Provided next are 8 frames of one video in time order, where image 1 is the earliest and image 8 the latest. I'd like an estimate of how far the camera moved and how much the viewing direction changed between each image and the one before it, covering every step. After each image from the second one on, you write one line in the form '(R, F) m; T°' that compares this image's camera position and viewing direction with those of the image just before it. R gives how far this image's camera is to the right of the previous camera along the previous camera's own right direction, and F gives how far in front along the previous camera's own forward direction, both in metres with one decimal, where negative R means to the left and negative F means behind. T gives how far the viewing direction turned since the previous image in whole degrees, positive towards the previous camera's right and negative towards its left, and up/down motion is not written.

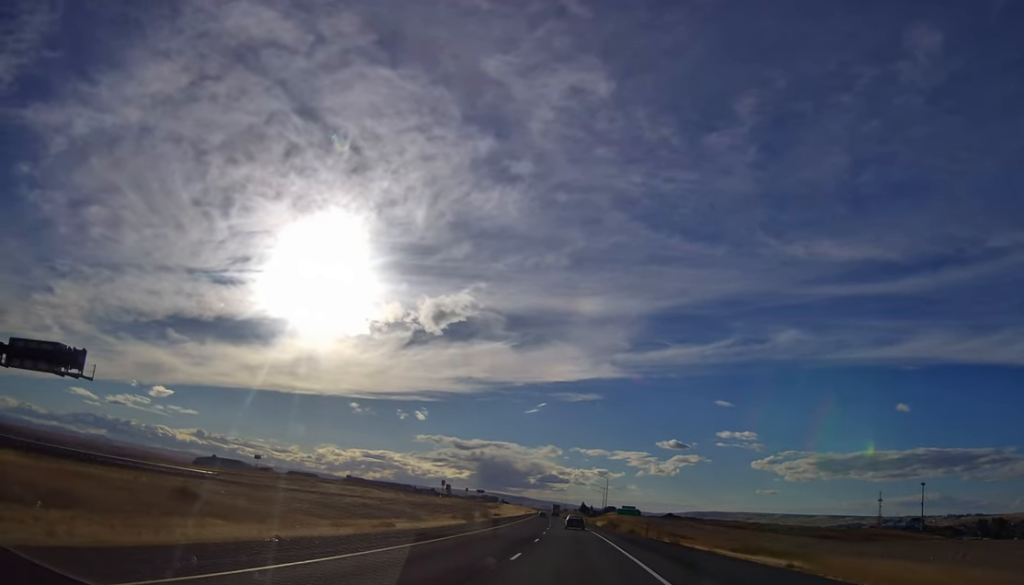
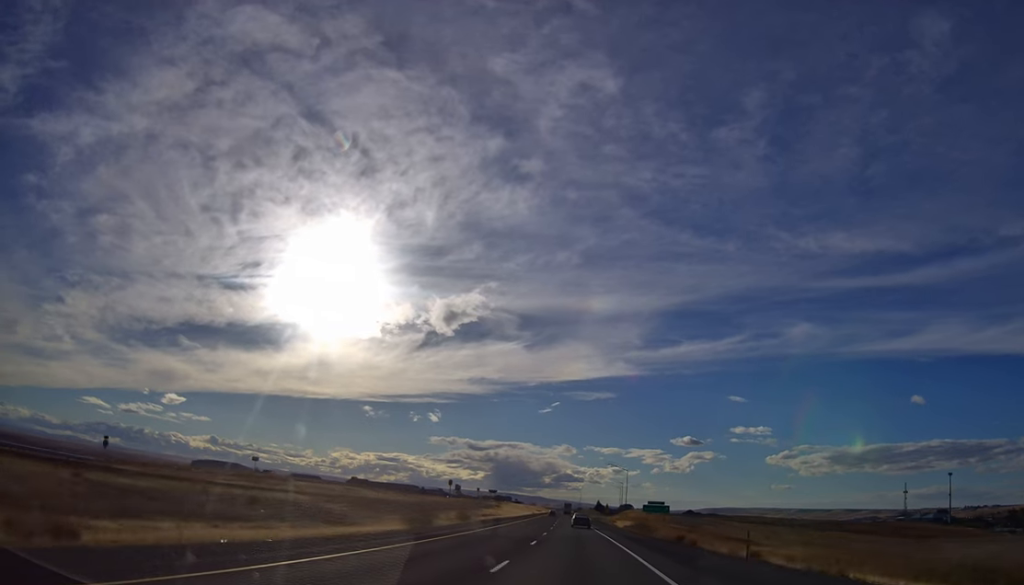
(-0.2, +28.5) m; -1°
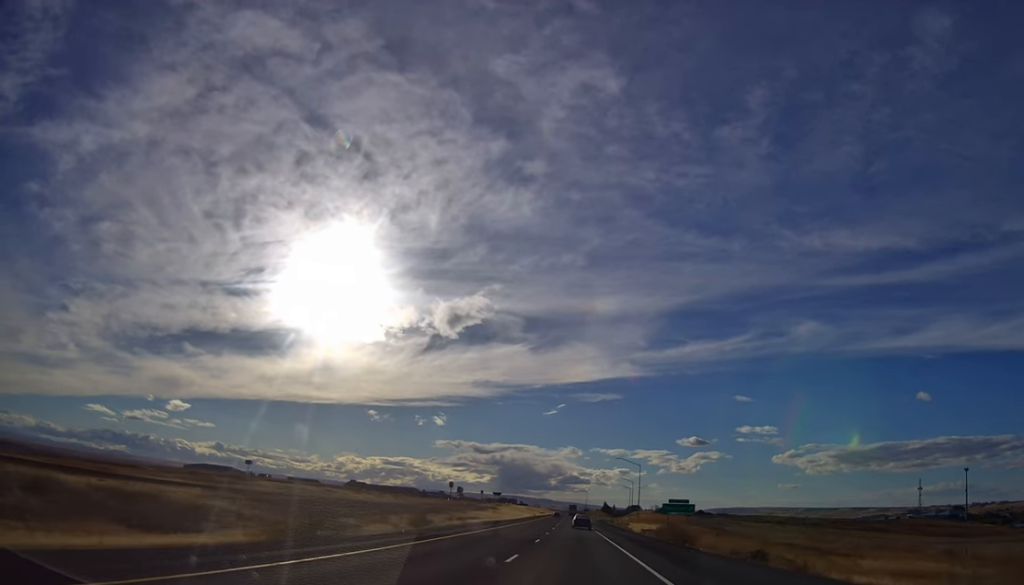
(-0.3, +21.4) m; -1°
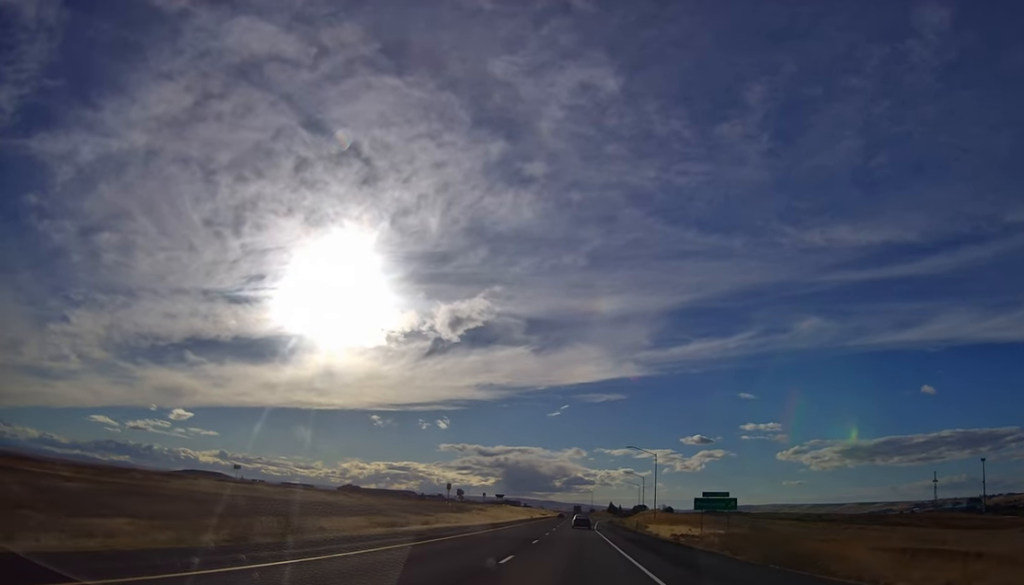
(-0.1, +25.1) m; 0°
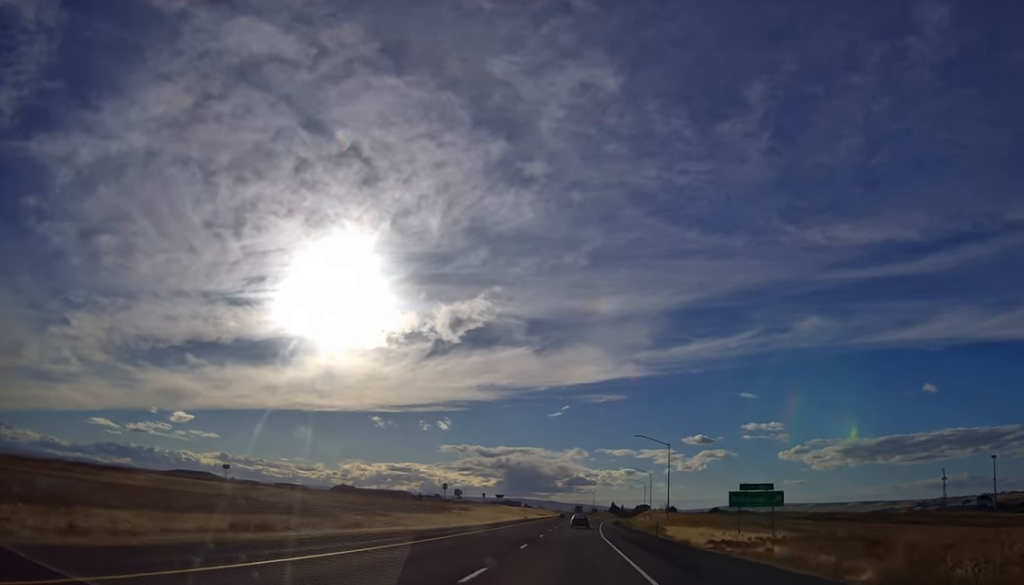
(0.0, +17.6) m; 0°
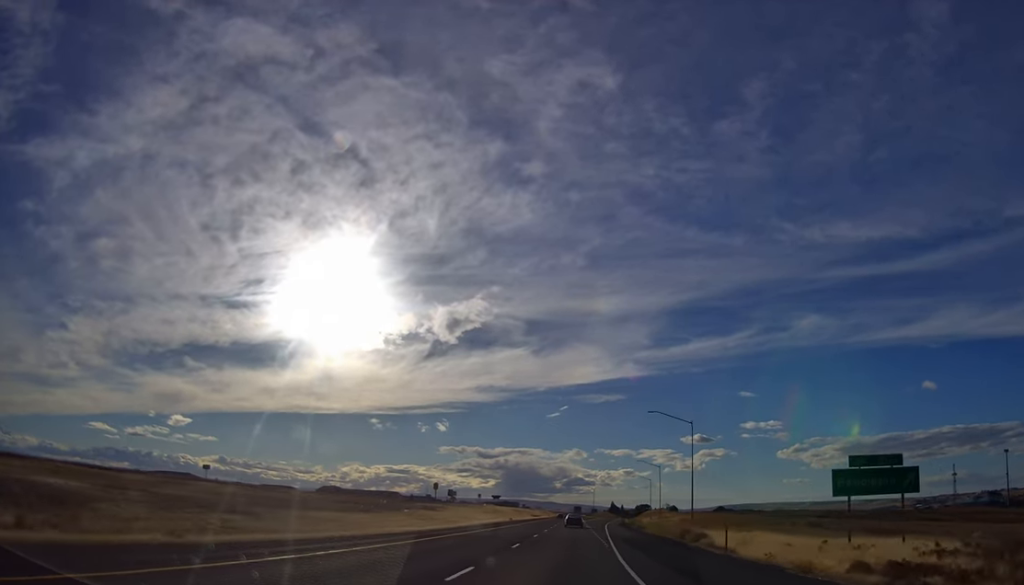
(-0.2, +24.9) m; -1°
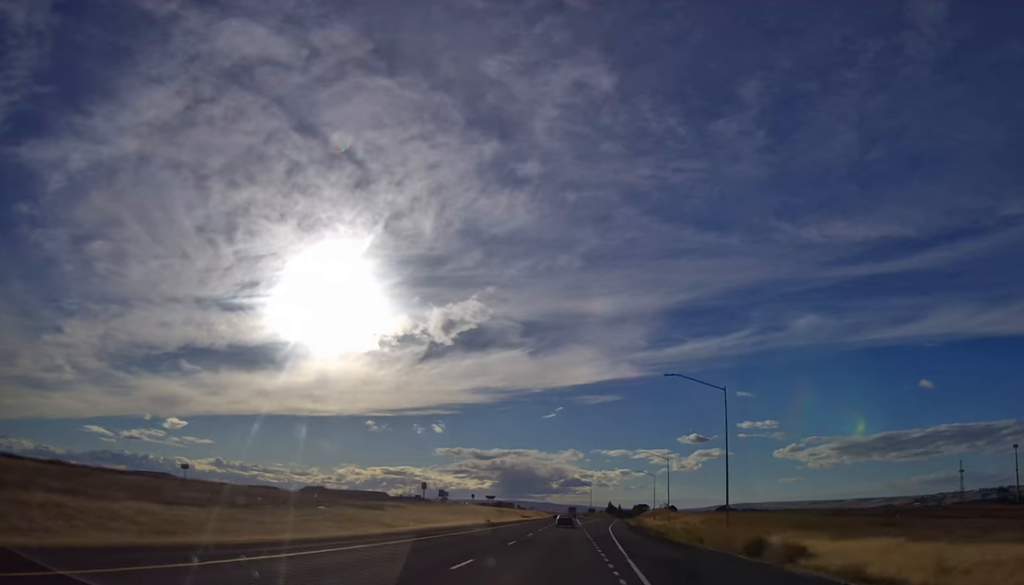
(-0.3, +22.2) m; -1°
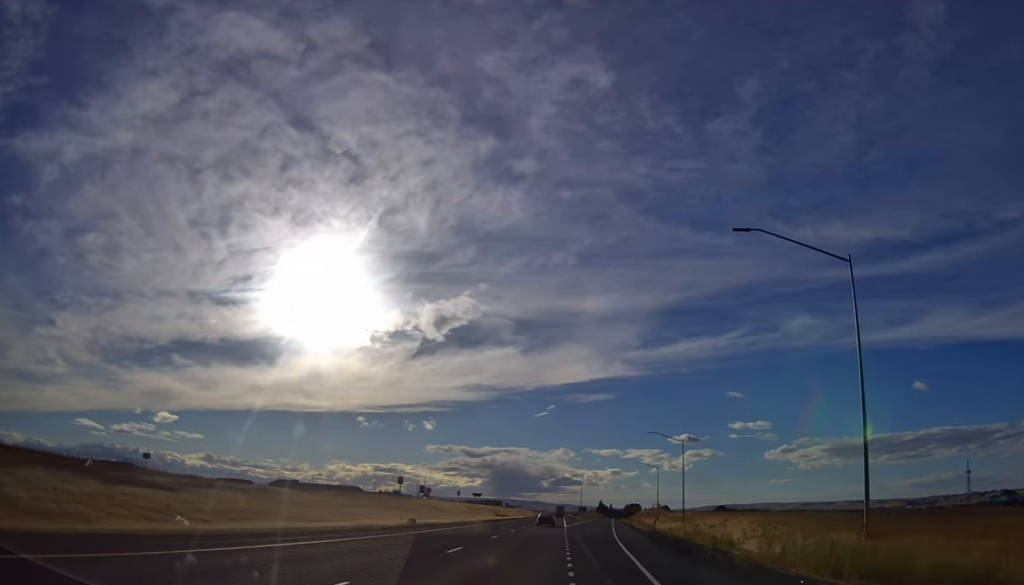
(+0.2, +32.3) m; +1°
